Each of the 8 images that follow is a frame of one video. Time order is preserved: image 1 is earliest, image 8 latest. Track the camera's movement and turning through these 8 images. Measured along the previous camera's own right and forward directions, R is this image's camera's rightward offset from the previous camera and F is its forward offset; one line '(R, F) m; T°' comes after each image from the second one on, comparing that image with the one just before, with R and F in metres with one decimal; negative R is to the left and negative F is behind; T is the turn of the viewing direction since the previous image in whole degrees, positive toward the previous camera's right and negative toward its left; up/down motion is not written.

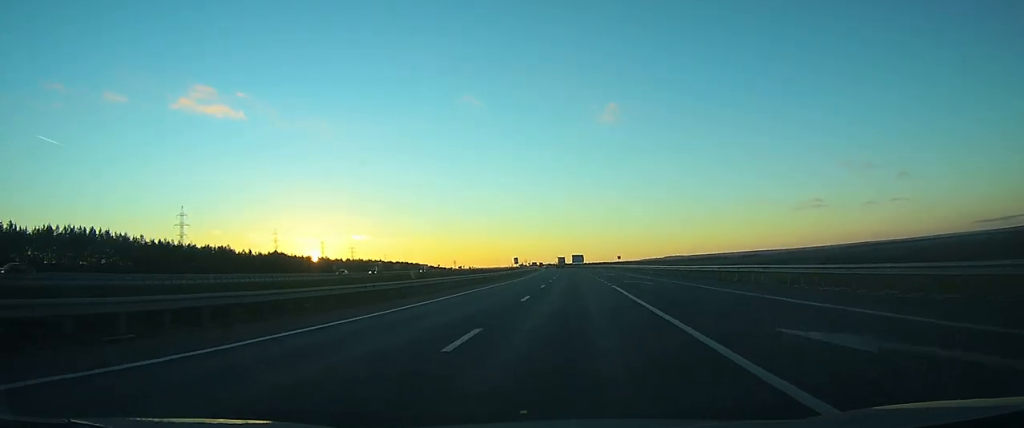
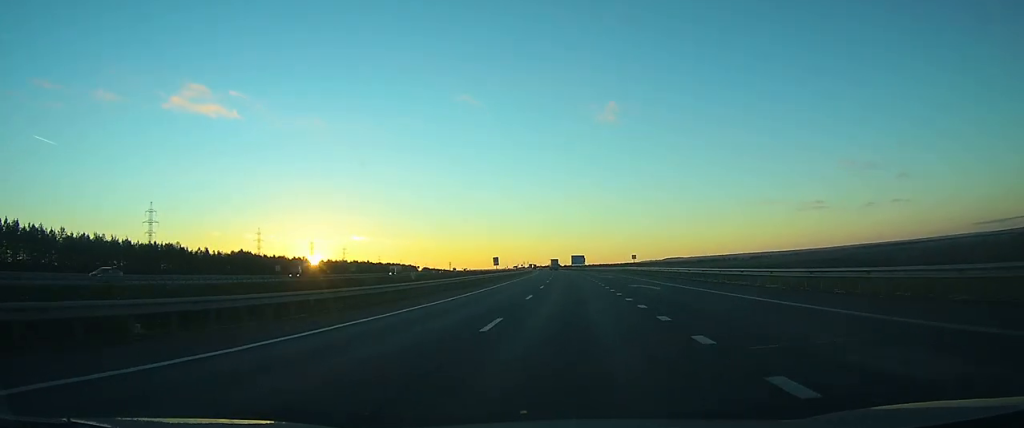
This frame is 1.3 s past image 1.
(-0.1, +32.3) m; 0°
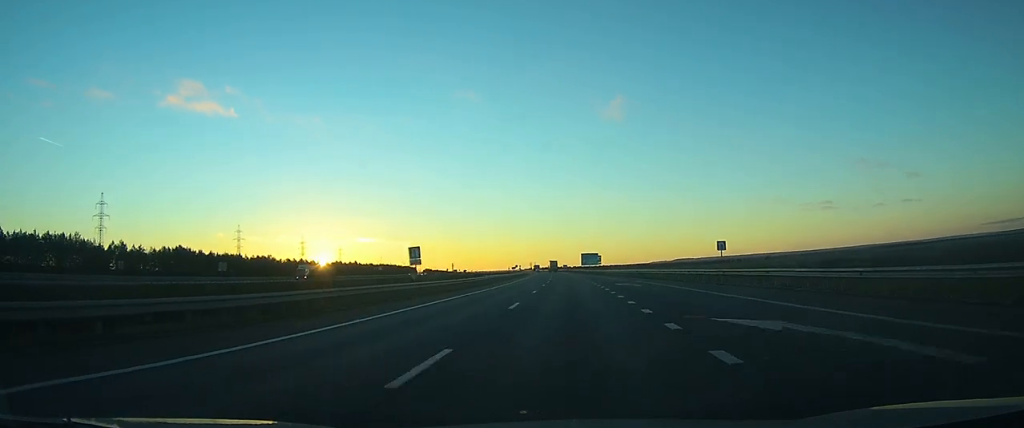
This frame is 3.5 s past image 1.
(-0.3, +50.6) m; -1°
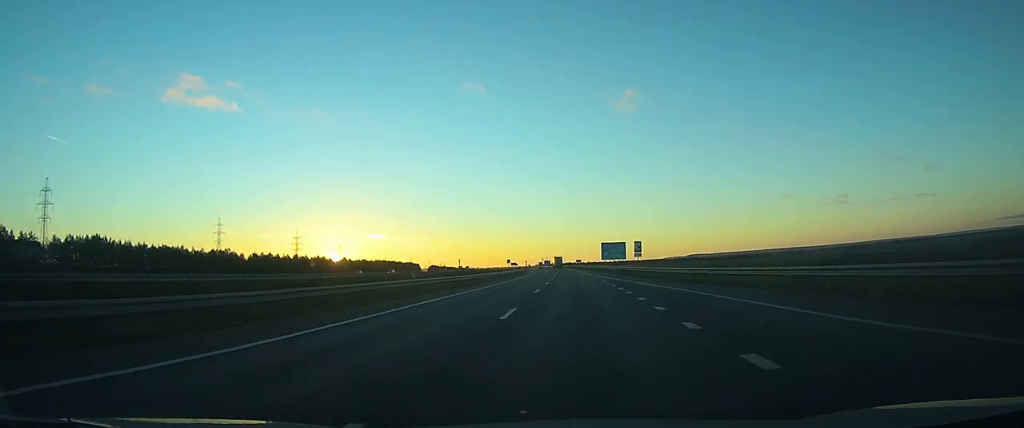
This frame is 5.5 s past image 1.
(-0.5, +50.6) m; -1°
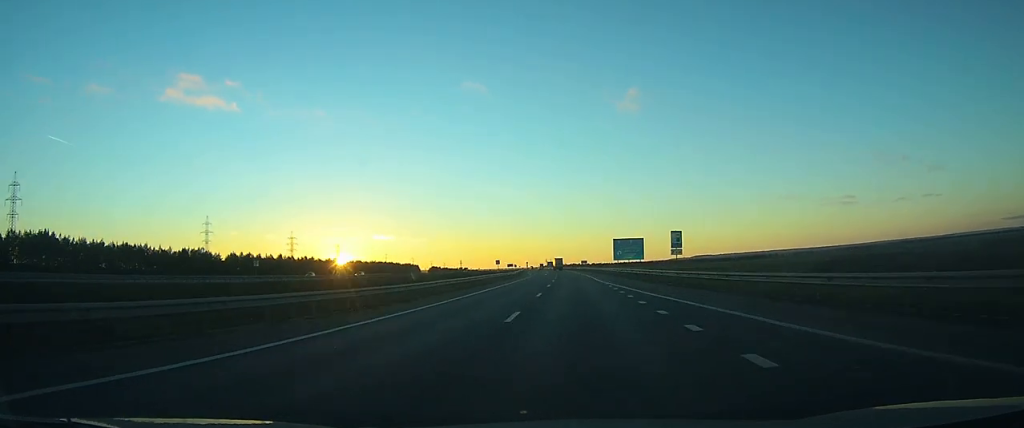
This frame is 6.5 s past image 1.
(-0.1, +24.5) m; 0°
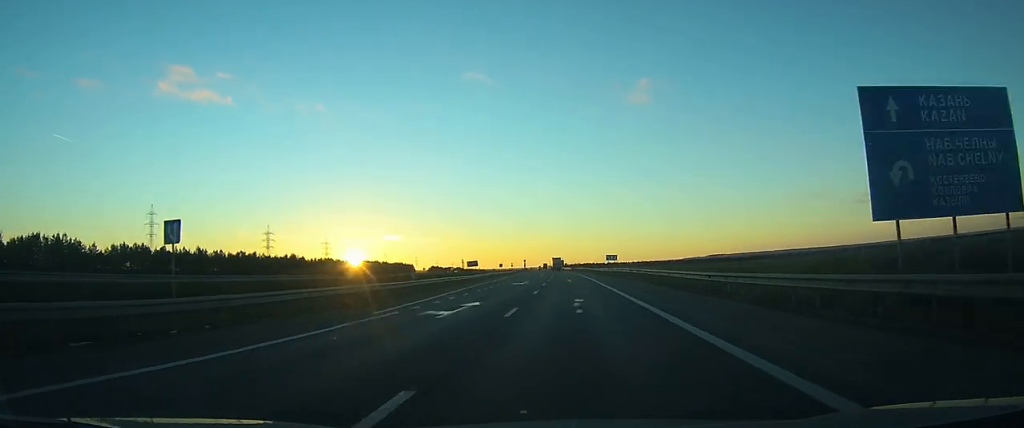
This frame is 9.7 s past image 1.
(-0.8, +84.0) m; -1°
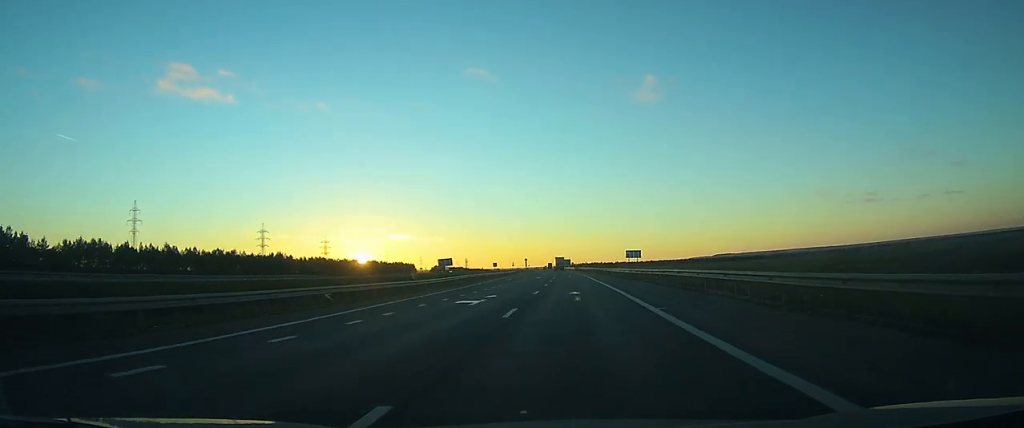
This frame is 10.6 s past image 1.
(-0.1, +24.0) m; -1°
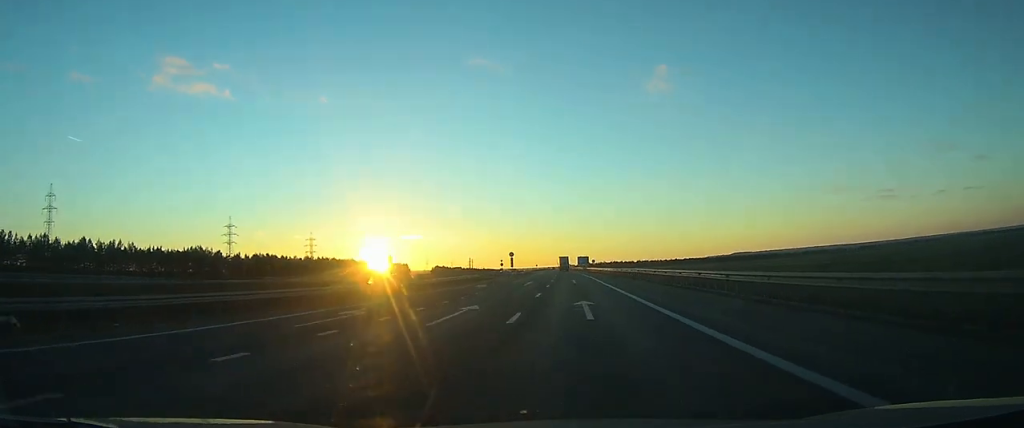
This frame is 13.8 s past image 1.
(-1.6, +80.4) m; -2°
